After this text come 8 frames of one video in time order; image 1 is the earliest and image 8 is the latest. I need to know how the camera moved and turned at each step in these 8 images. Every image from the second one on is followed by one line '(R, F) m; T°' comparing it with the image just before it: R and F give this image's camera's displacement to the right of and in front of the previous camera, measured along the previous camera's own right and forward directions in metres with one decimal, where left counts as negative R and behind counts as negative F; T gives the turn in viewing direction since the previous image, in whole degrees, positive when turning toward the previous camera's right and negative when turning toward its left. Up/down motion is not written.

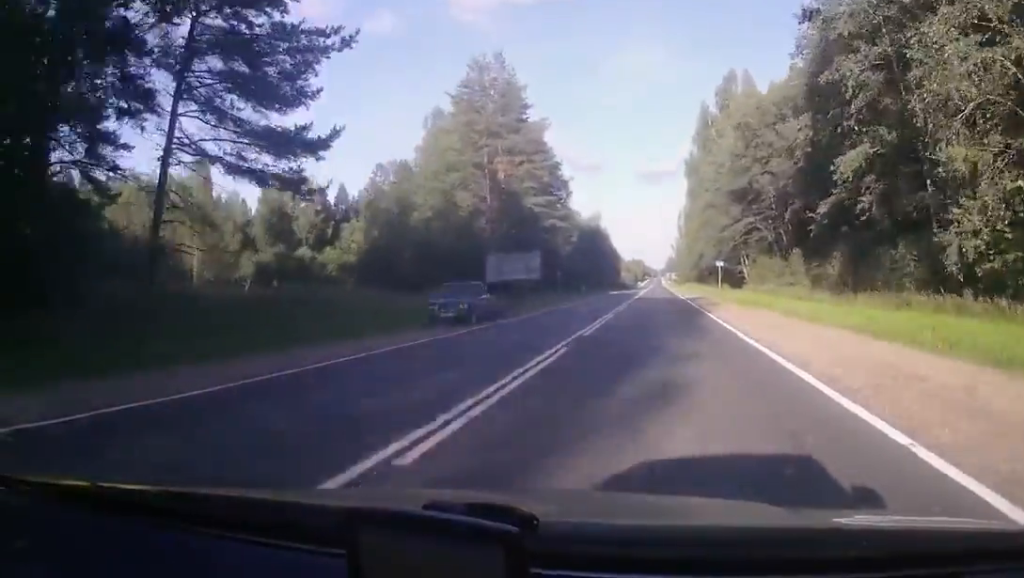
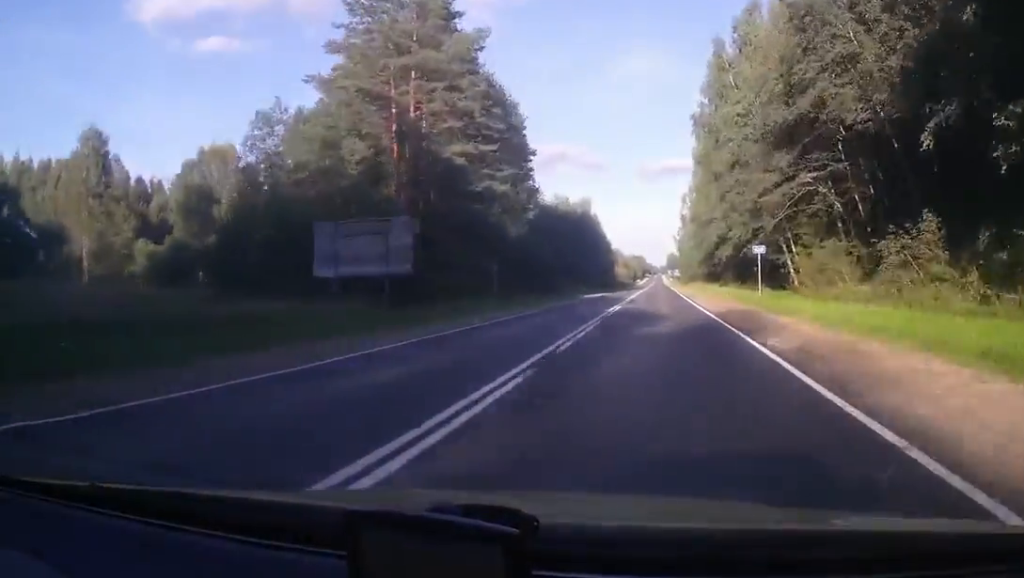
(0.0, +27.8) m; 0°
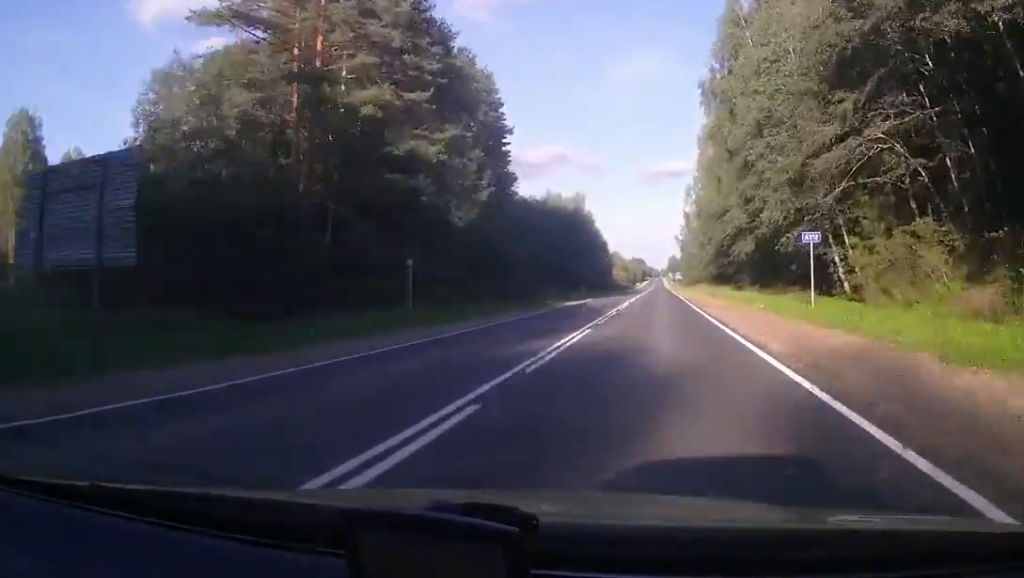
(0.0, +14.5) m; 0°
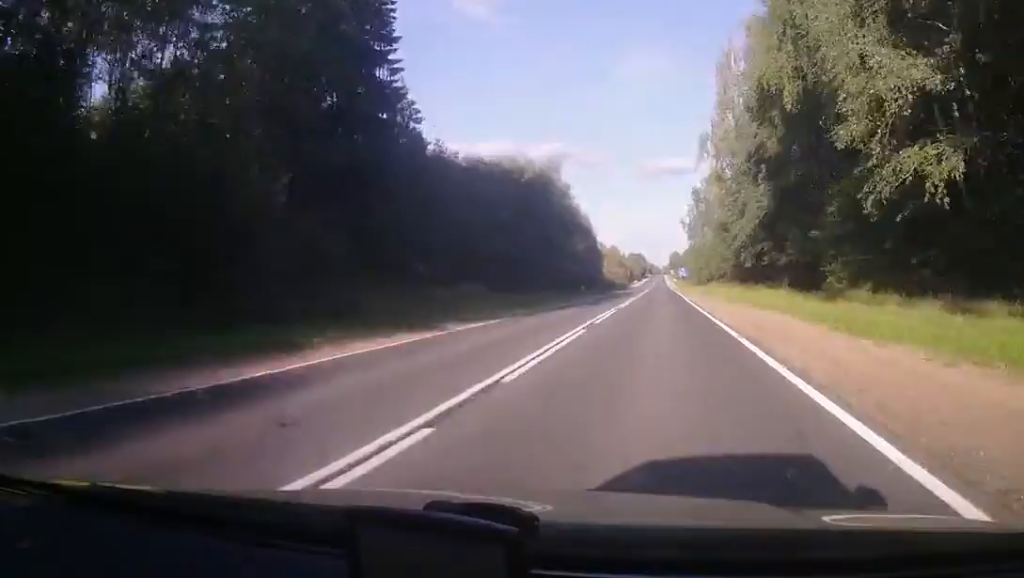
(0.0, +35.7) m; 0°
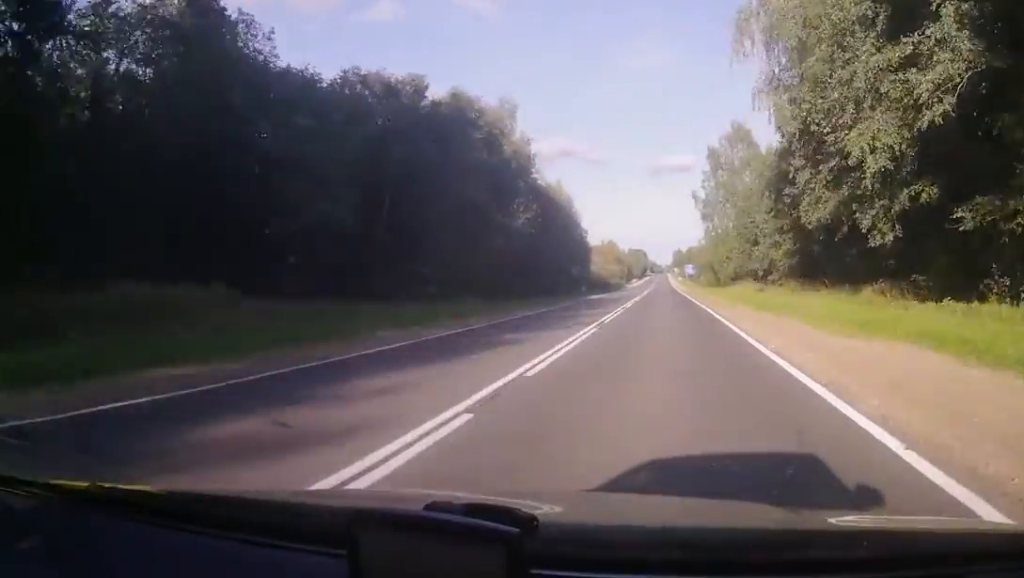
(0.0, +35.3) m; 0°
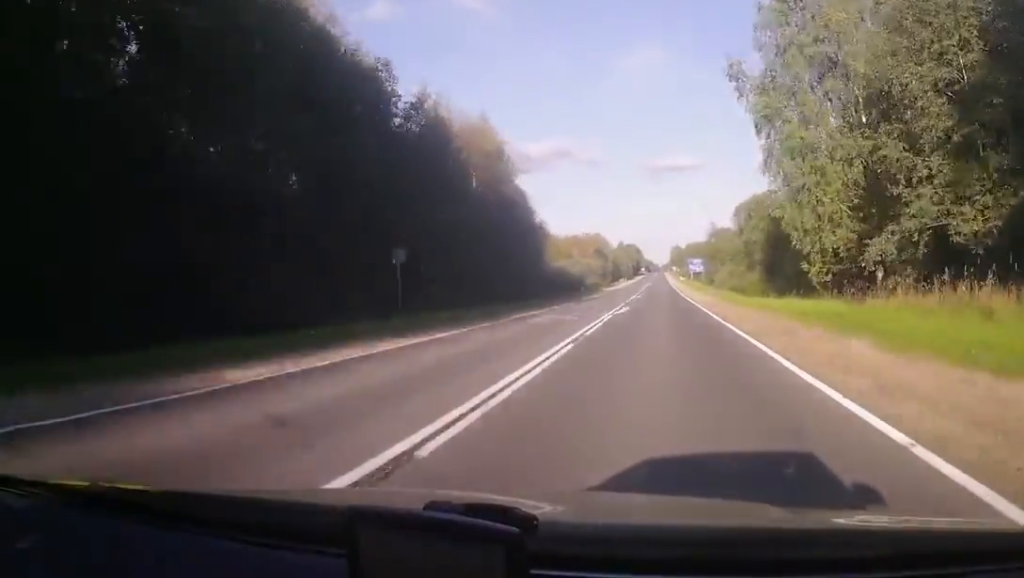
(+0.3, +52.7) m; +1°
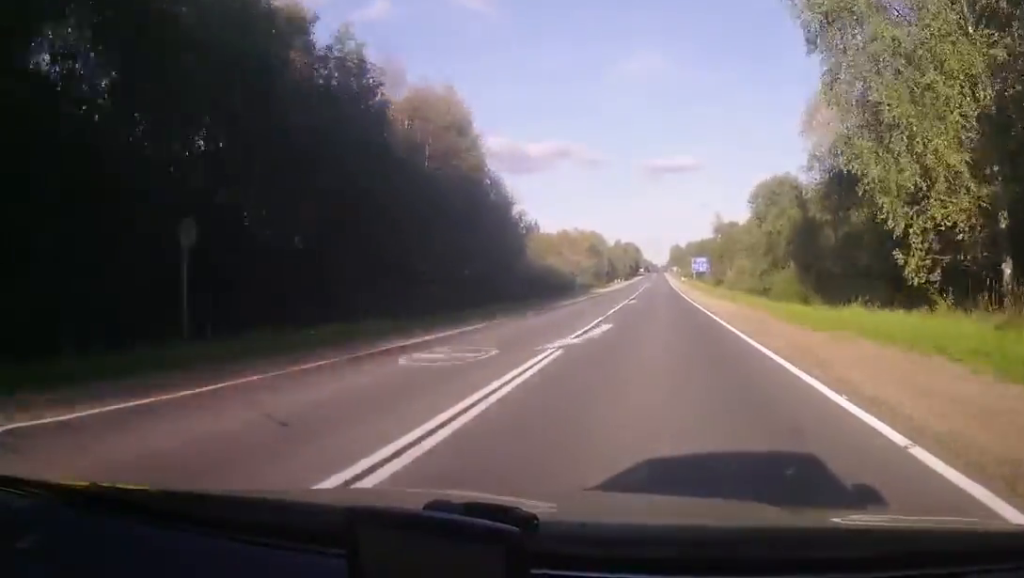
(+0.1, +13.2) m; 0°
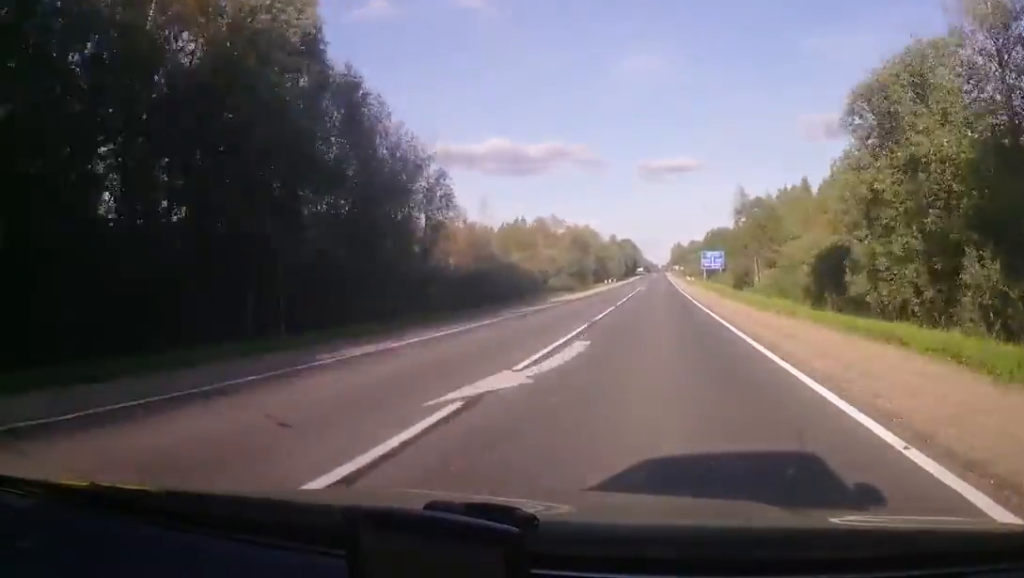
(+0.1, +30.1) m; 0°
